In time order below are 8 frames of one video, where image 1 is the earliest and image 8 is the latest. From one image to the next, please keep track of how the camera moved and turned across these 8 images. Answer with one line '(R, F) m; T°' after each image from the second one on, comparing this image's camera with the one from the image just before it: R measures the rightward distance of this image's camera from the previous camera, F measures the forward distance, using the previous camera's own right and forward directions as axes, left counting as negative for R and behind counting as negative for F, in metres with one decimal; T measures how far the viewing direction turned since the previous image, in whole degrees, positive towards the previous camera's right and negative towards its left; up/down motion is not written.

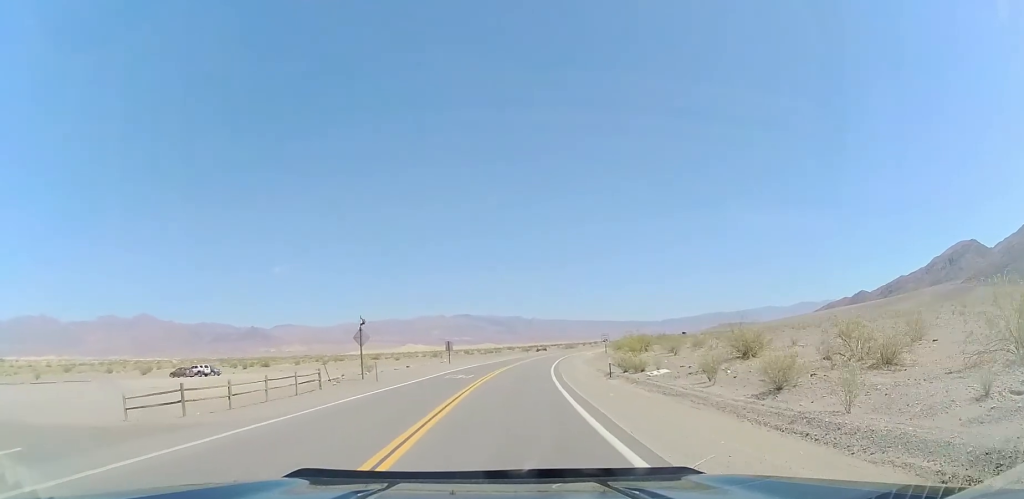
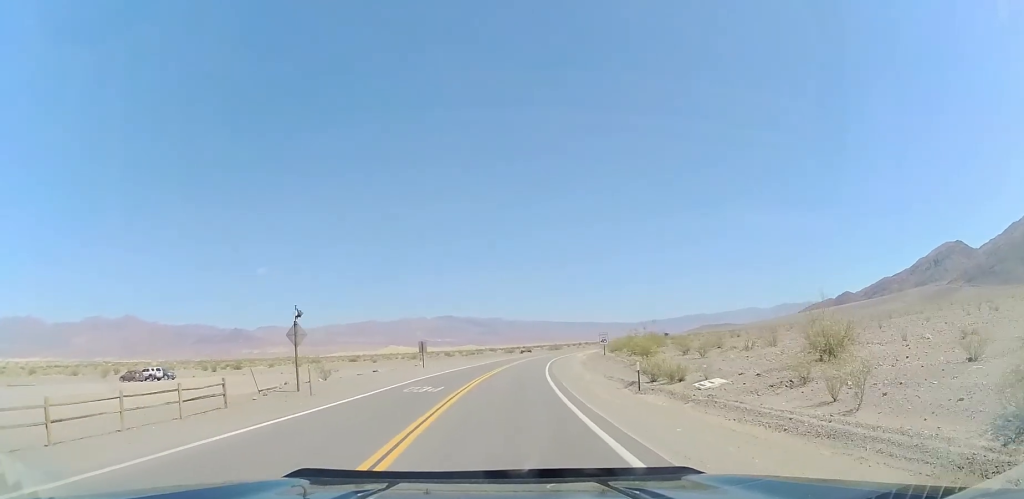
(+0.4, +9.8) m; +3°
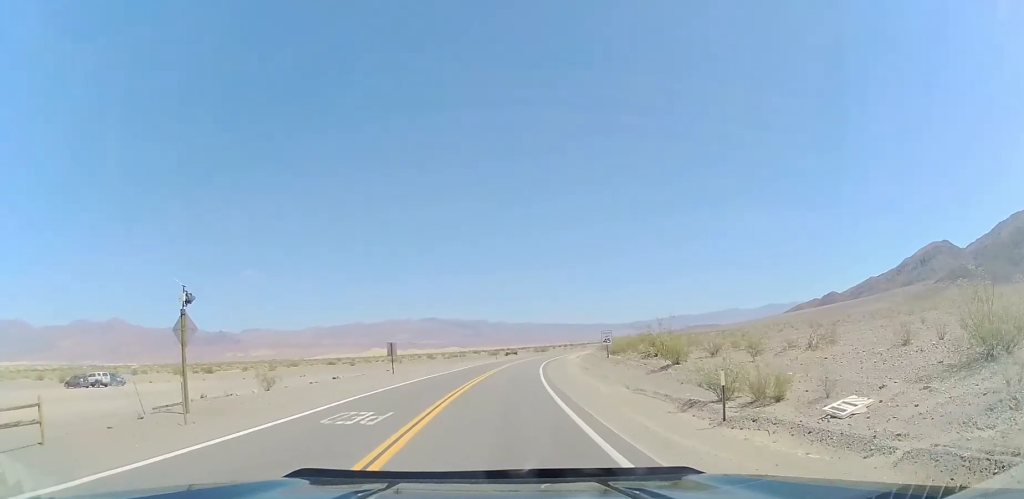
(+0.1, +8.8) m; +1°
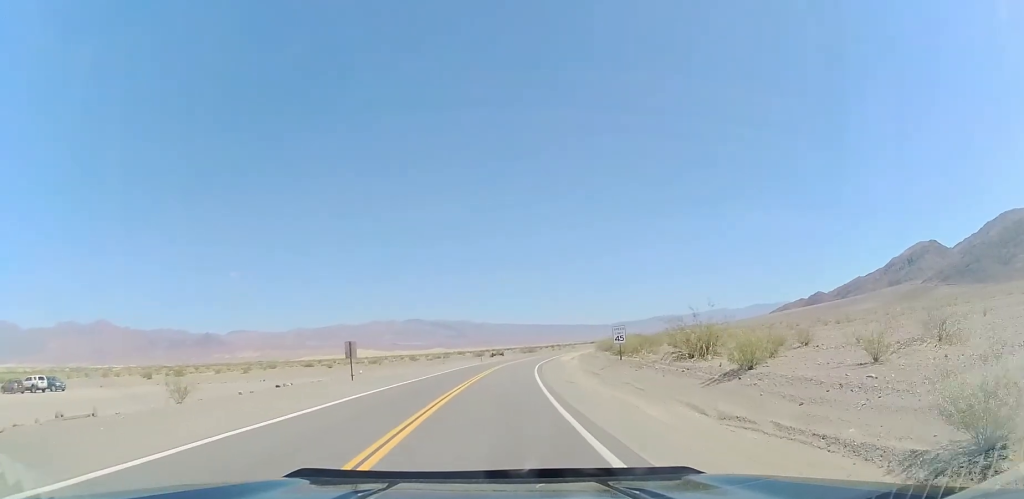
(0.0, +8.6) m; +1°
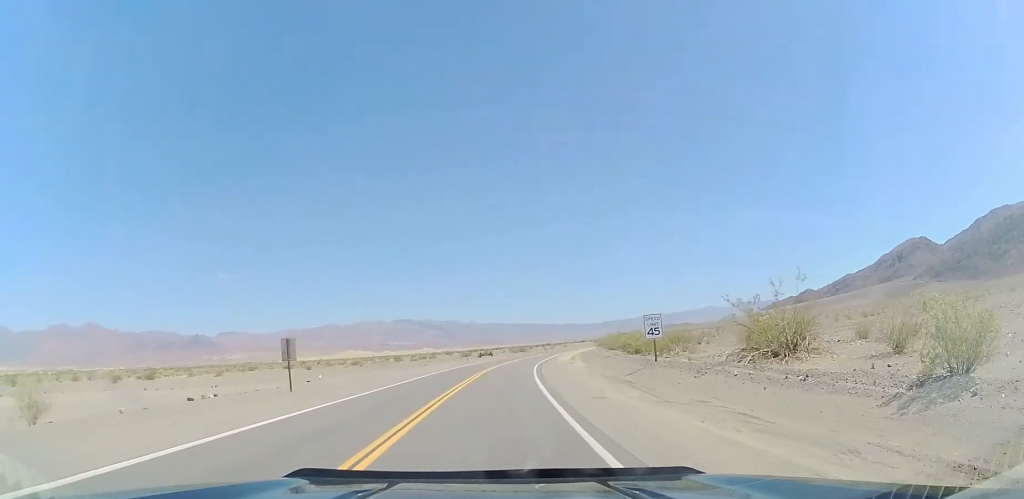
(+0.1, +9.0) m; +1°
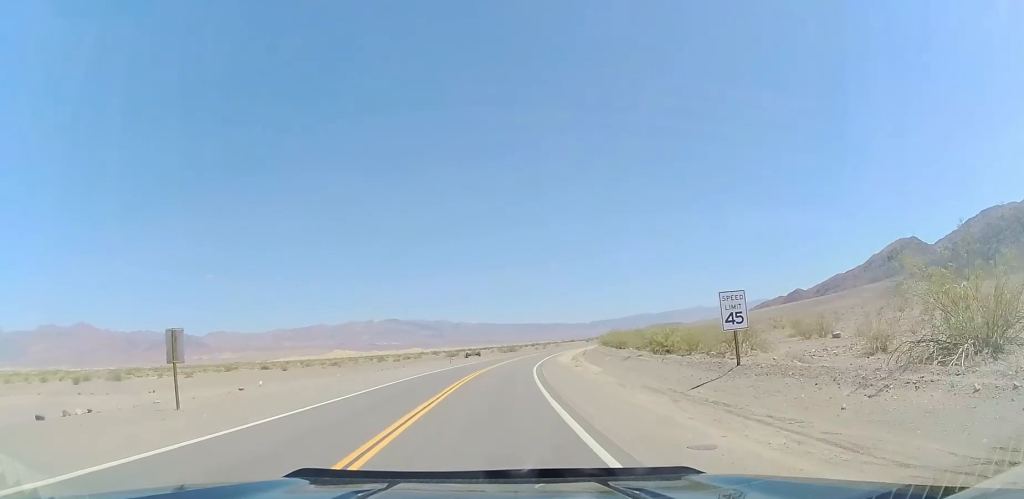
(+0.1, +9.2) m; 0°
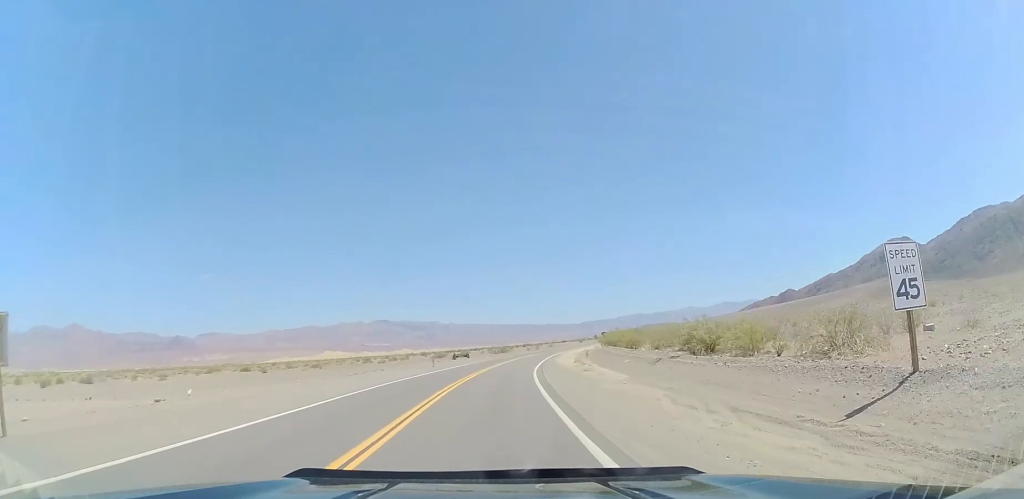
(0.0, +7.5) m; -1°
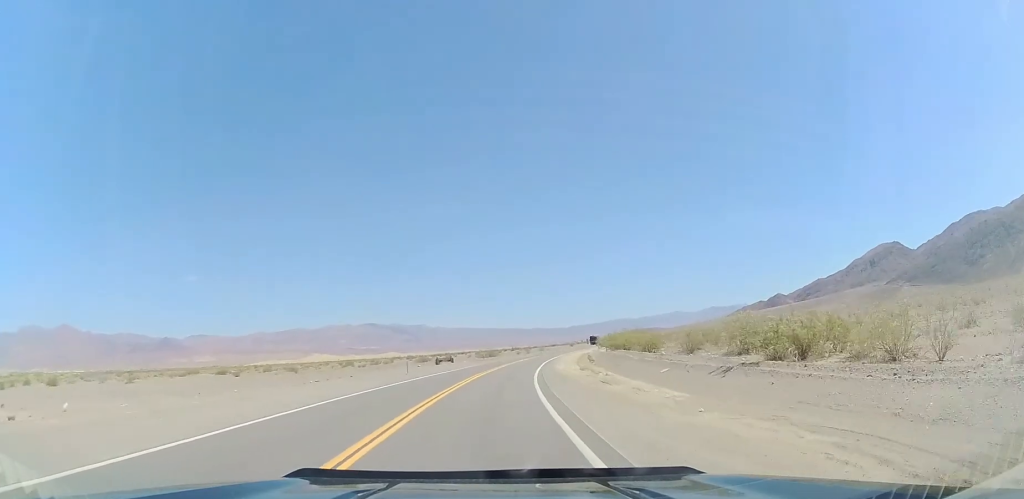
(-0.1, +8.8) m; +2°
